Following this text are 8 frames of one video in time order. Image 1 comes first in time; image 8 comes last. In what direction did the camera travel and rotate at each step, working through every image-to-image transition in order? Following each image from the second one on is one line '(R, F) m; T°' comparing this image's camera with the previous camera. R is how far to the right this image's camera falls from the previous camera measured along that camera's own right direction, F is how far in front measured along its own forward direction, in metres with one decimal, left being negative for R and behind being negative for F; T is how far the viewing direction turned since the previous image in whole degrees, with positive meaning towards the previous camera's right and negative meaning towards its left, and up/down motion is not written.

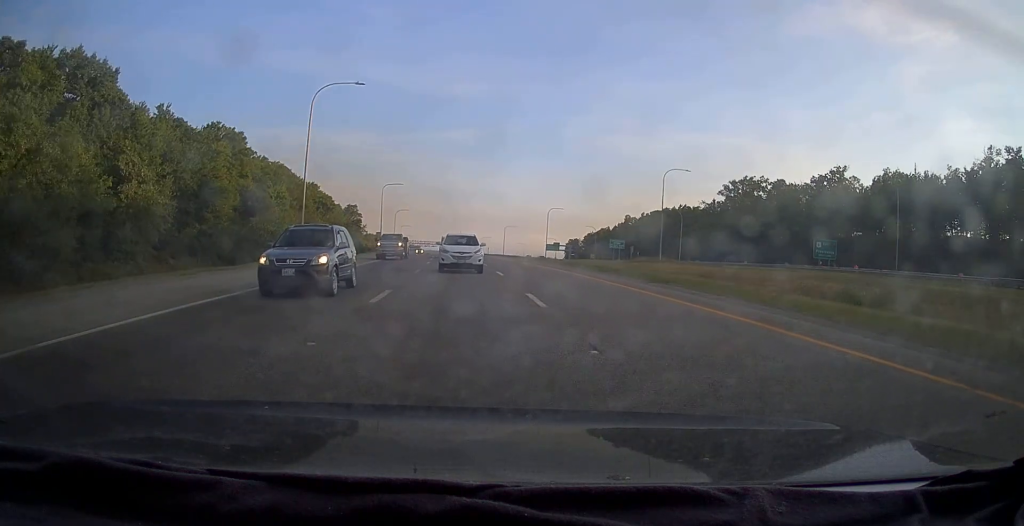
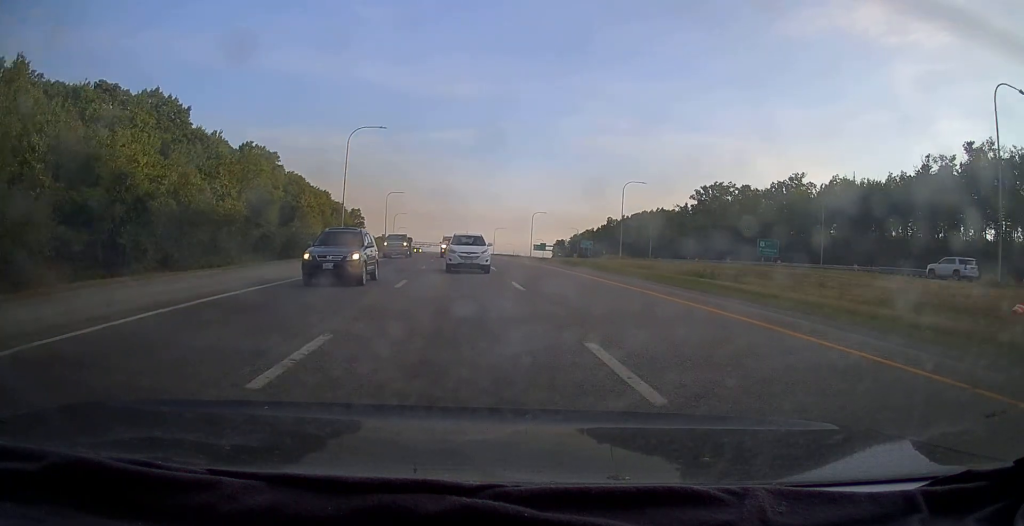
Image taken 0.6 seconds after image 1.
(+0.2, +17.2) m; +1°
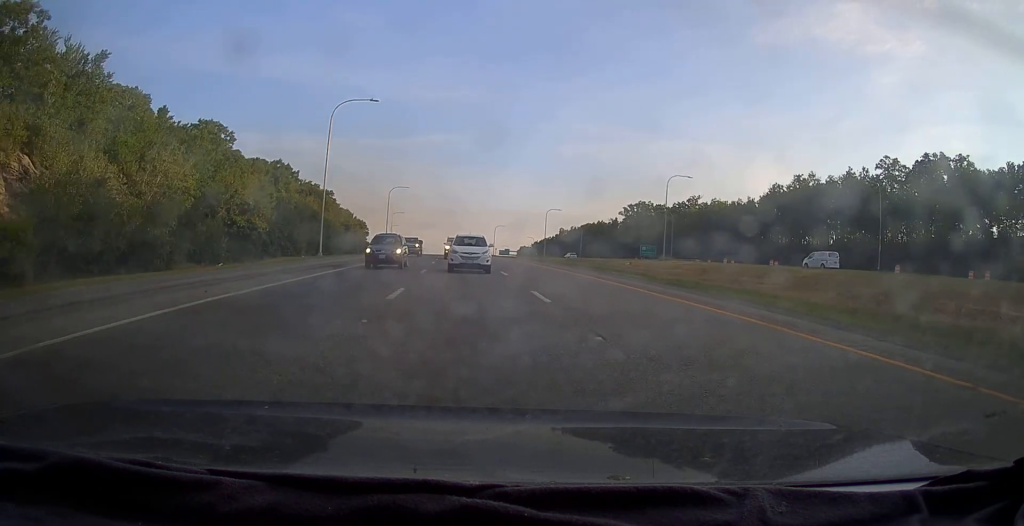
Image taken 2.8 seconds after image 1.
(+1.5, +58.7) m; +3°
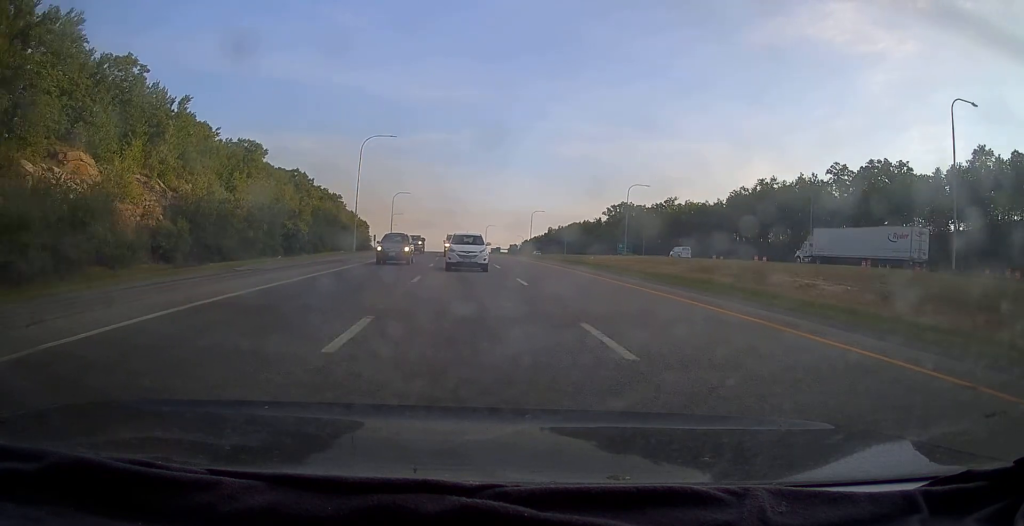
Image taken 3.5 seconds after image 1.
(0.0, +18.0) m; 0°
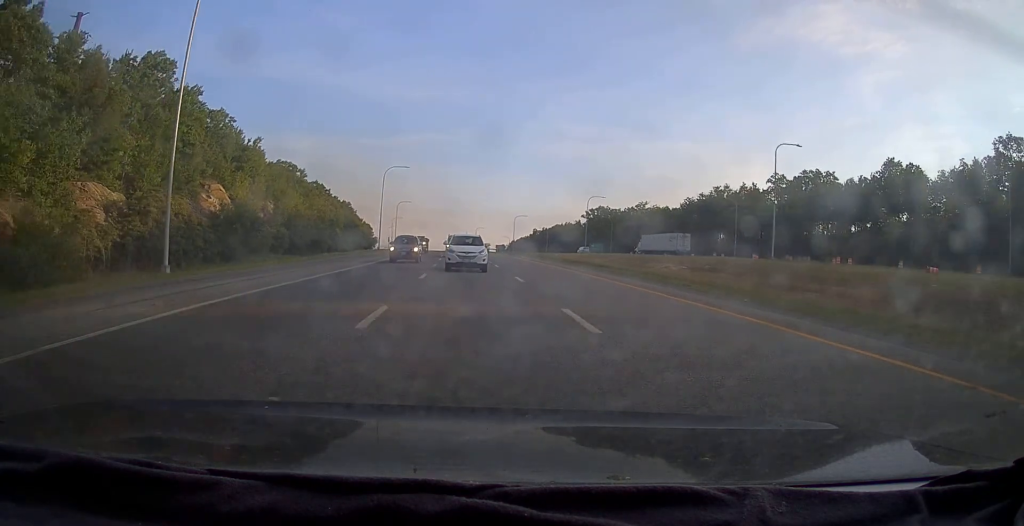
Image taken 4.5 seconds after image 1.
(0.0, +26.9) m; +1°
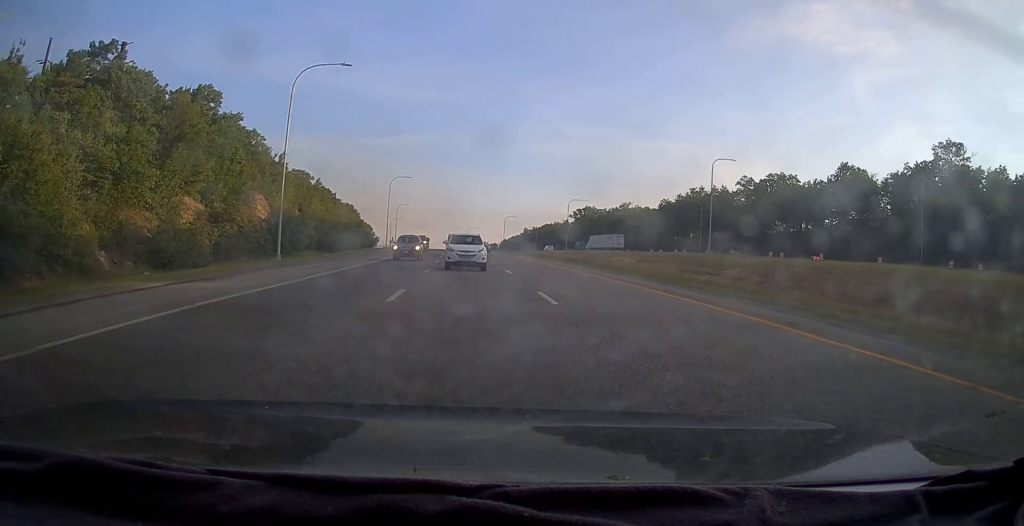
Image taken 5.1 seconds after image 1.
(0.0, +16.0) m; +1°
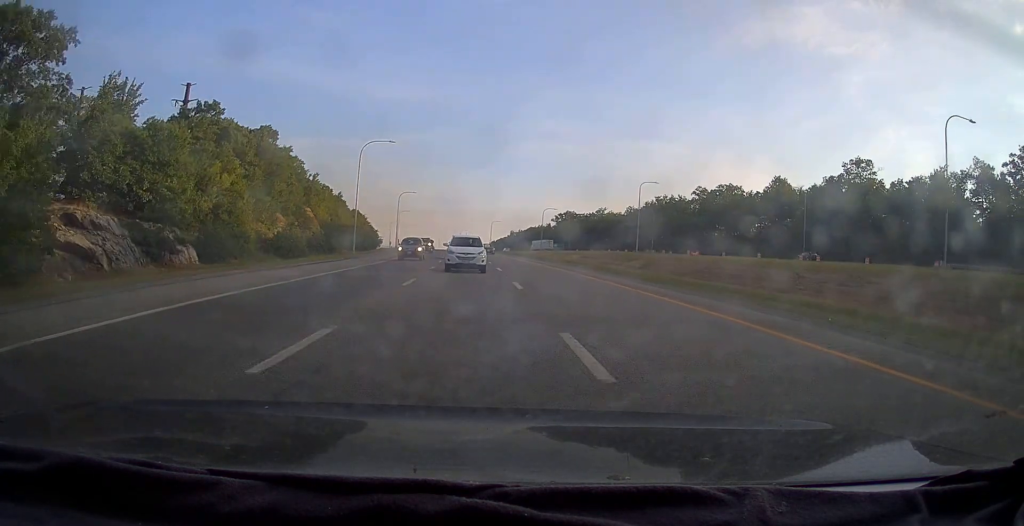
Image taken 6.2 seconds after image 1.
(+0.6, +29.9) m; +1°
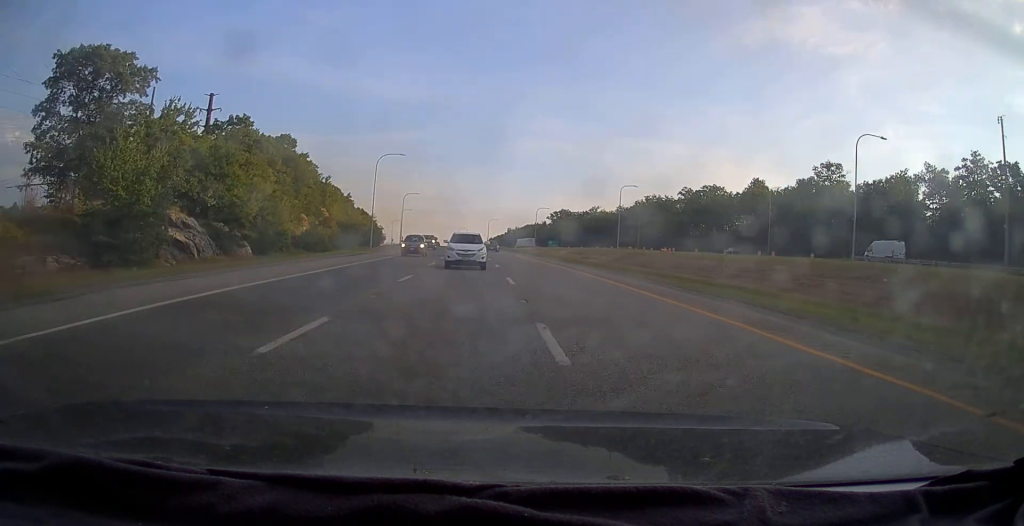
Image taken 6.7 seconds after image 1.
(-0.1, +13.0) m; 0°
